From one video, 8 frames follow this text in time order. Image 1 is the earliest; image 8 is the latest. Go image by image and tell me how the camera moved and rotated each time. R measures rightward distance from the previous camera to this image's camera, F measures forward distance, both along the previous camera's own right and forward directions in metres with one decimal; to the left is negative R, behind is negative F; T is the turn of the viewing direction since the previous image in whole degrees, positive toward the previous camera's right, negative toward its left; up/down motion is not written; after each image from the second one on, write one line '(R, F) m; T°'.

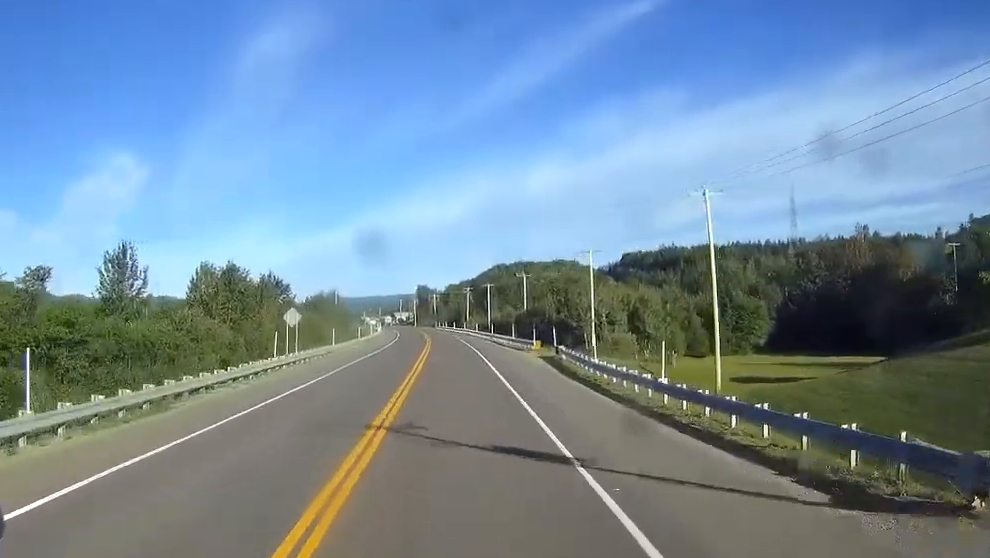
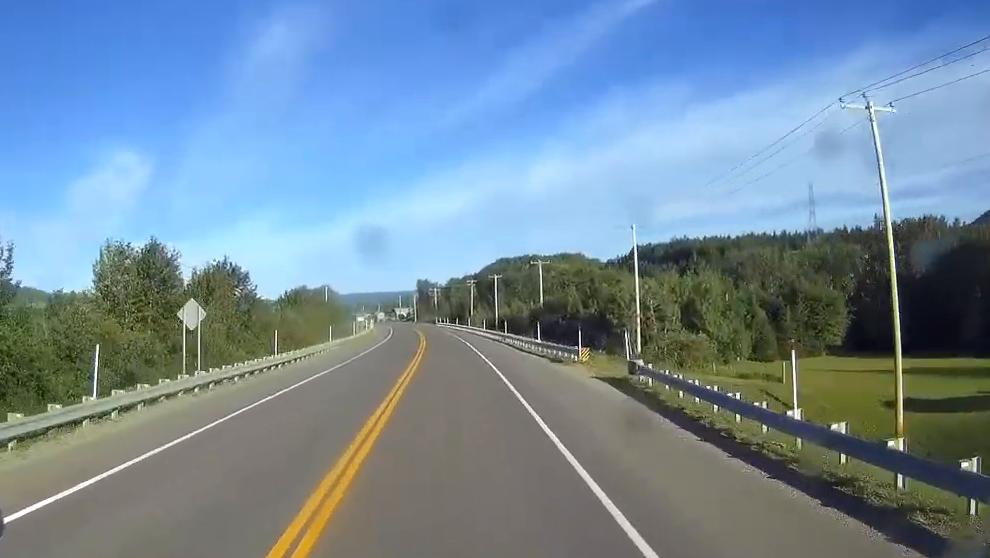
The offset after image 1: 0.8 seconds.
(+0.1, +21.3) m; 0°
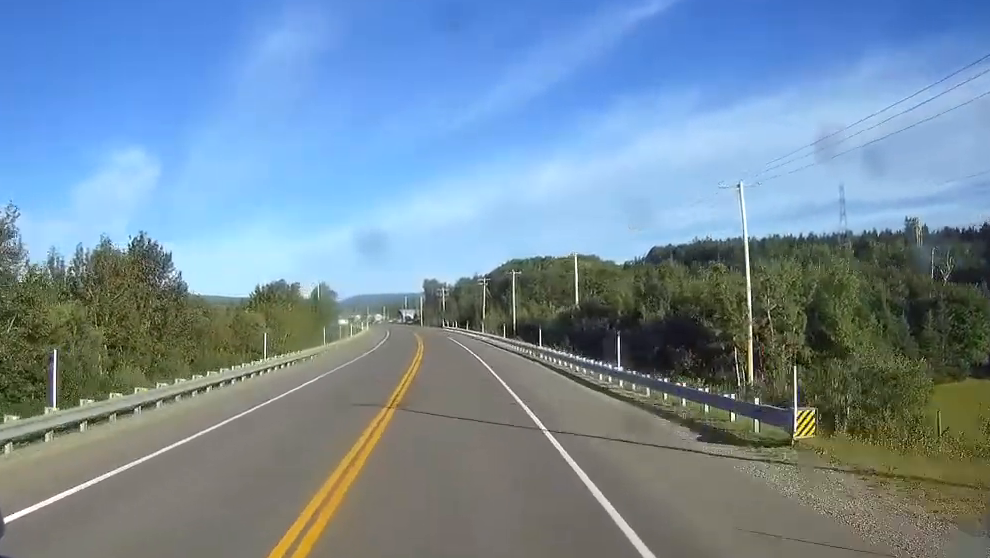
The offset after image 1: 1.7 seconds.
(-0.1, +24.9) m; -1°
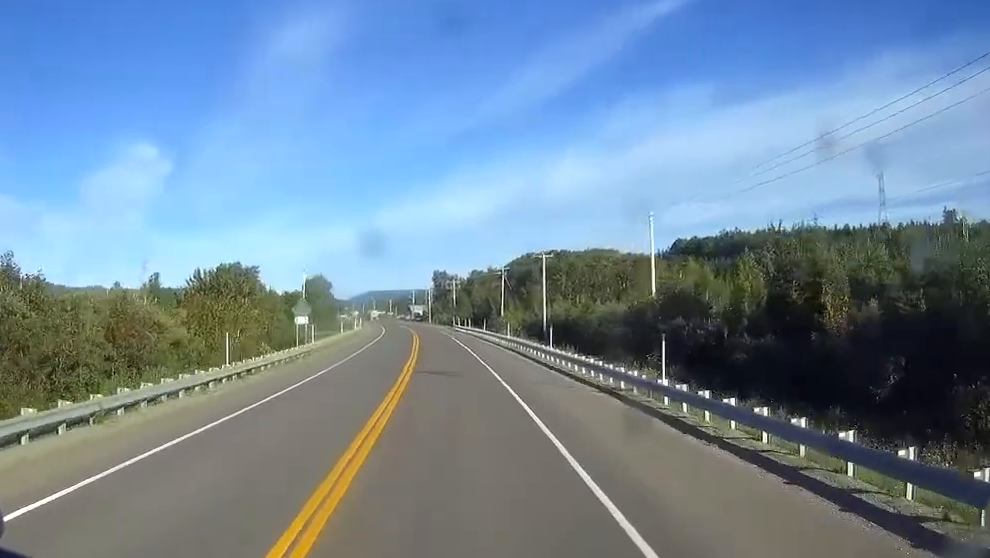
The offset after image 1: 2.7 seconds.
(-0.2, +29.5) m; -1°
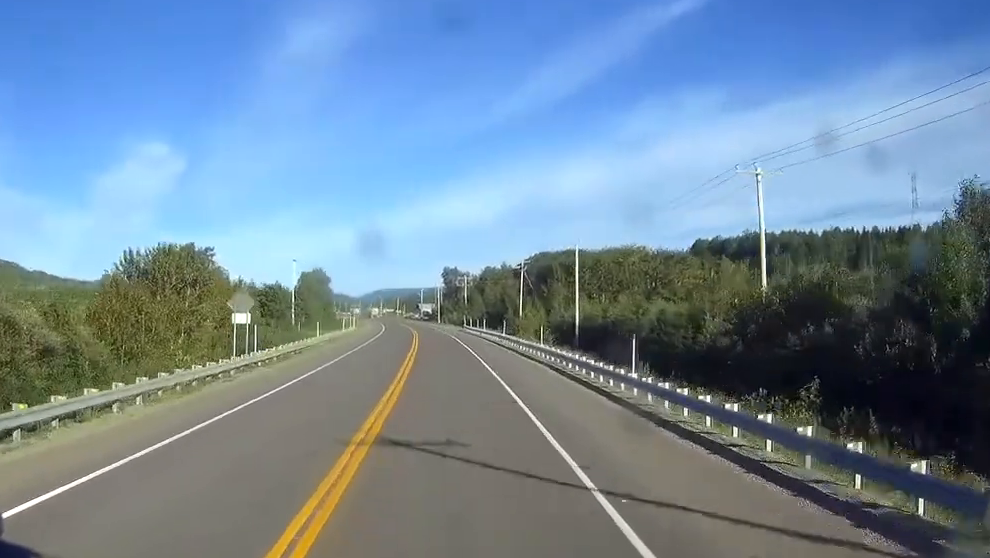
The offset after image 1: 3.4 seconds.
(+0.1, +19.4) m; 0°
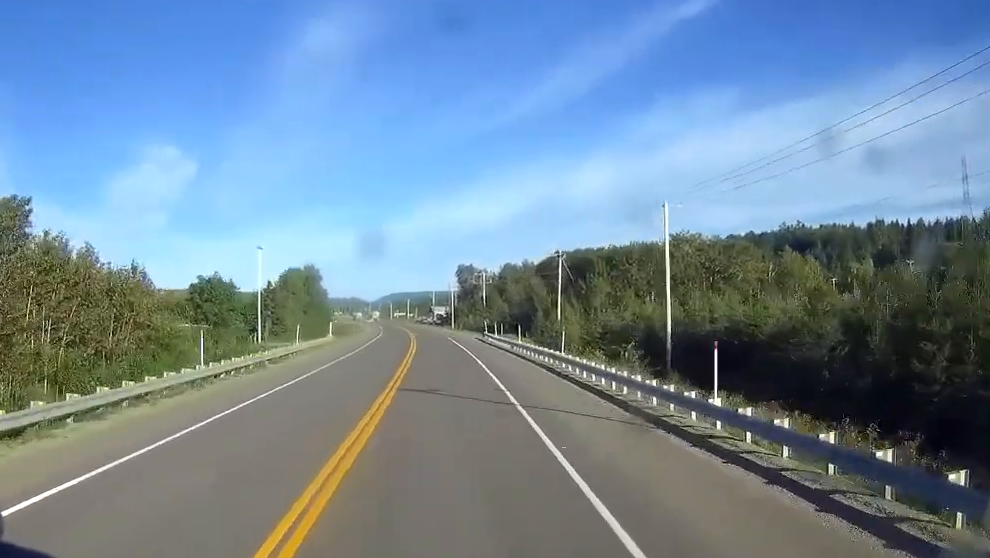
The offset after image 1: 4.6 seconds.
(-0.4, +31.5) m; -1°
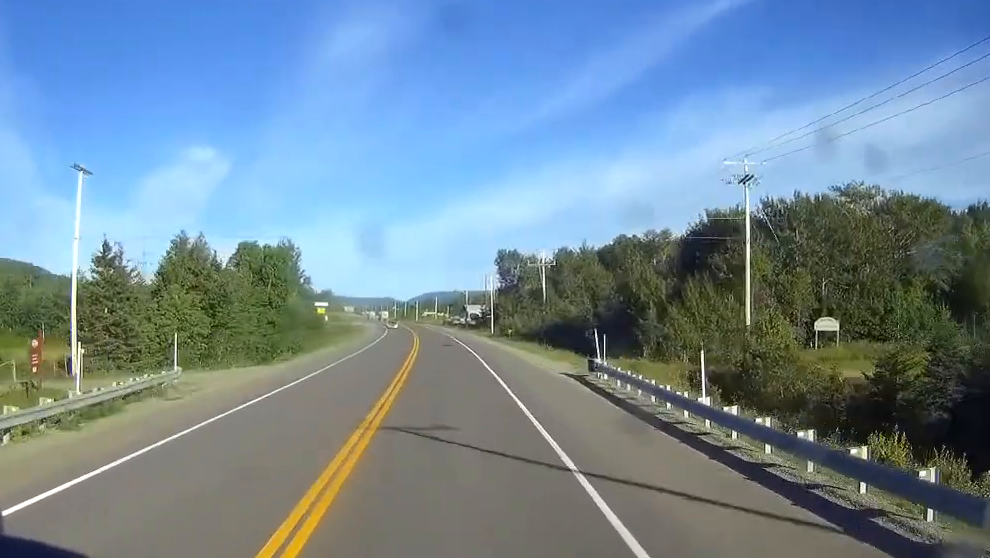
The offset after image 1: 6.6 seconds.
(-1.3, +56.5) m; -3°
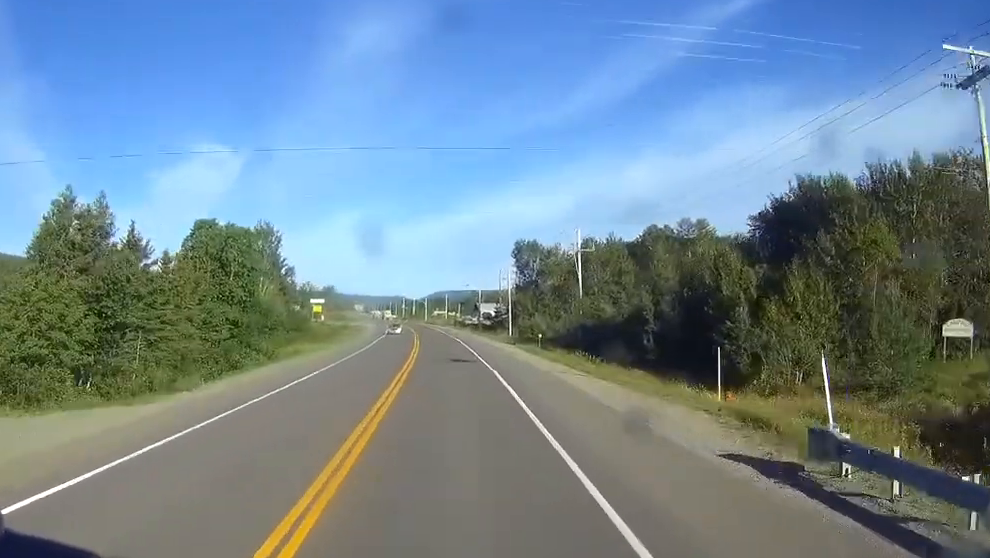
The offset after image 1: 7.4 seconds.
(-0.1, +21.3) m; -1°
